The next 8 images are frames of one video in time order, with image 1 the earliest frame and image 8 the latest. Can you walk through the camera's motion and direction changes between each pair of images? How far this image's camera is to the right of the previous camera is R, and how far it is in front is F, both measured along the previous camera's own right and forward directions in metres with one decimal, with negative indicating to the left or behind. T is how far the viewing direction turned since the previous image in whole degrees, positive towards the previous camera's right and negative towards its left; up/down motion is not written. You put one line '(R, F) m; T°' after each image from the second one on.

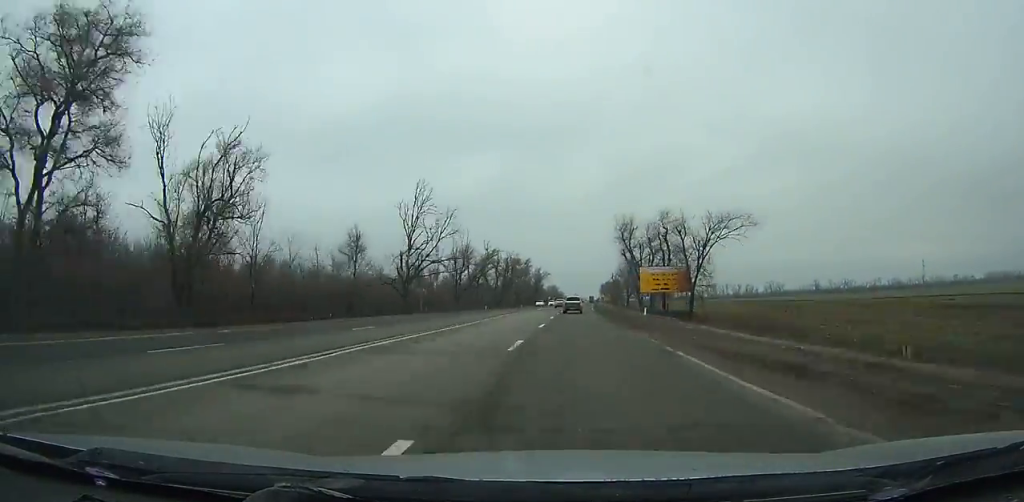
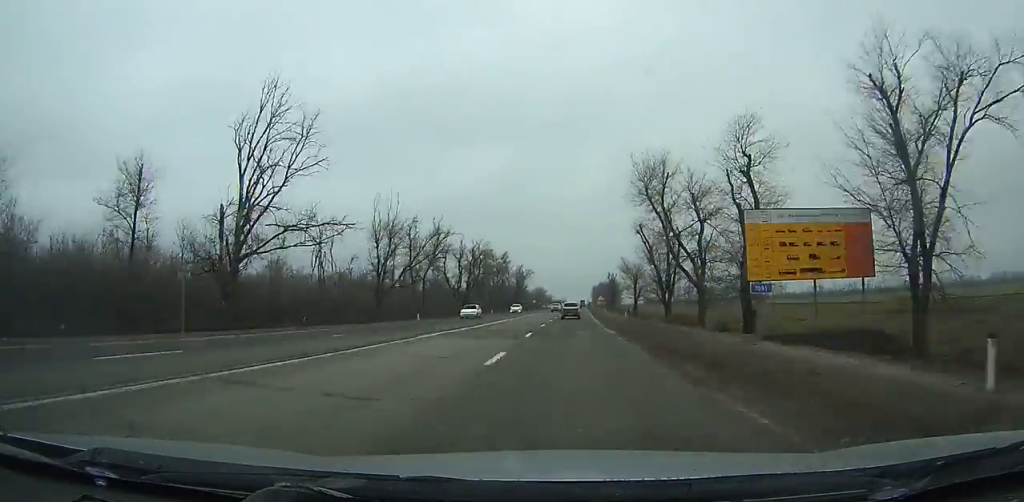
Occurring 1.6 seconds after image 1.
(+0.3, +38.5) m; +1°
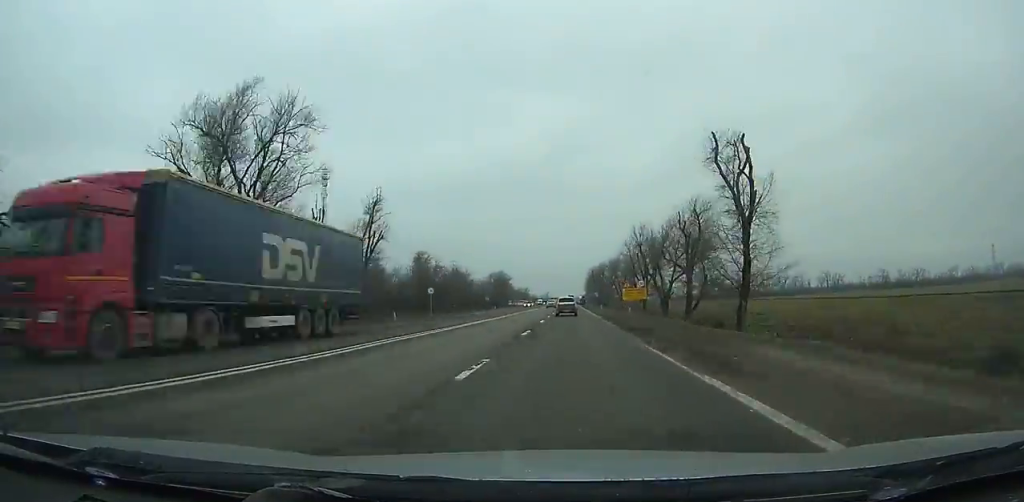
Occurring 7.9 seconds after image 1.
(+2.0, +155.8) m; +1°
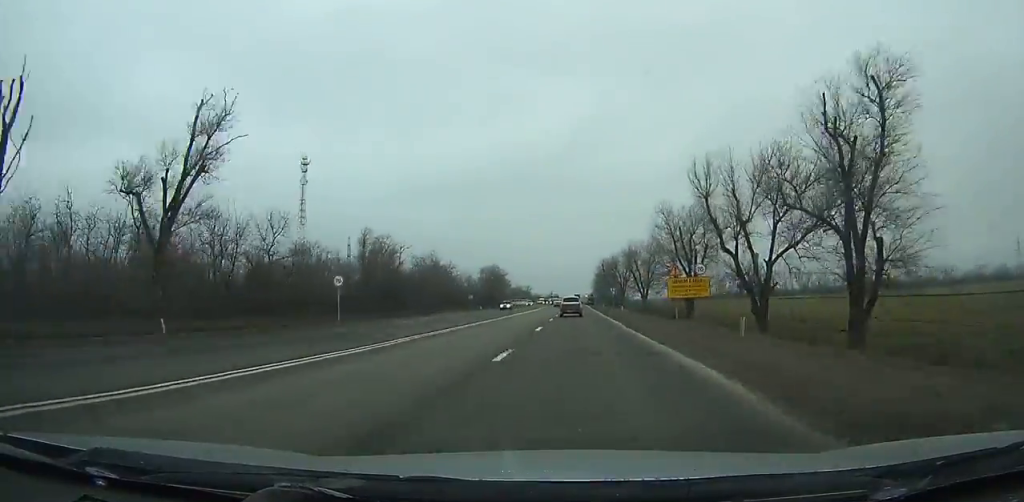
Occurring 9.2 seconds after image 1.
(0.0, +32.9) m; 0°
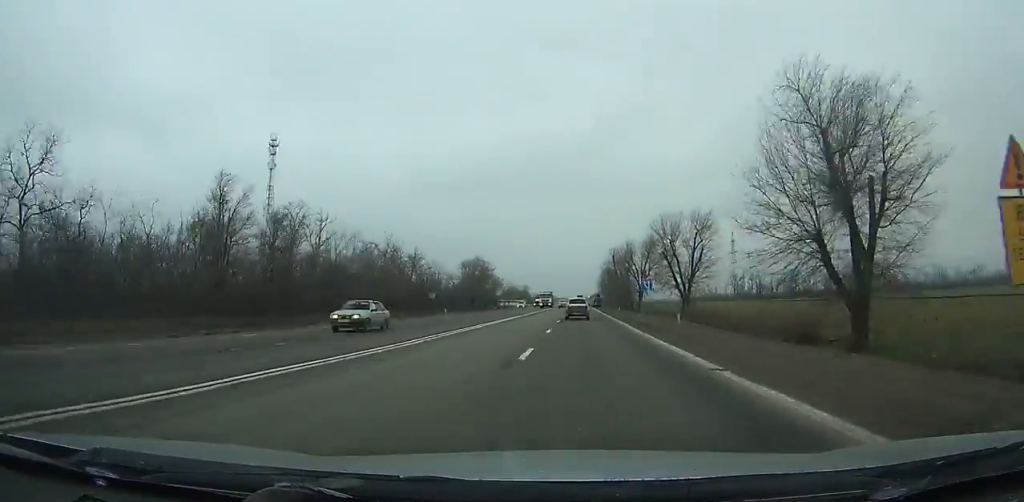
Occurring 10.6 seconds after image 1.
(-0.1, +36.0) m; 0°
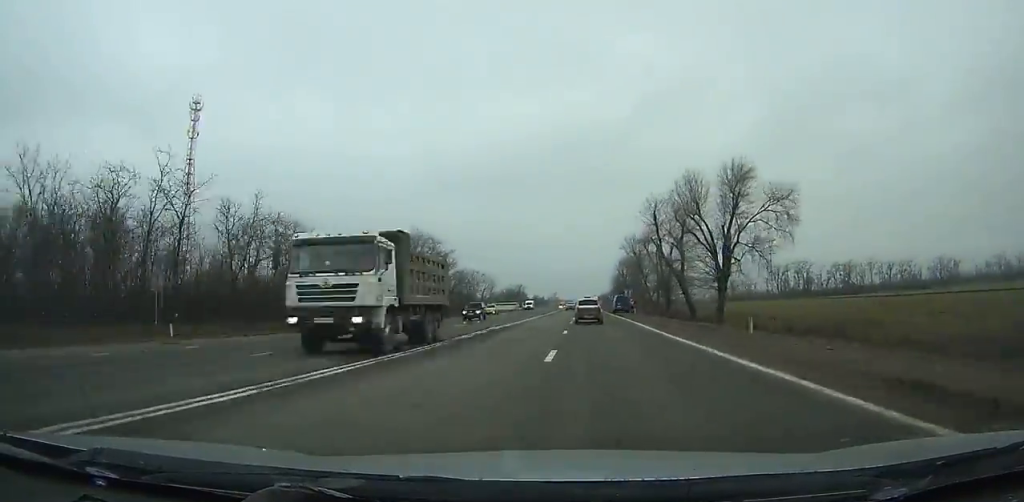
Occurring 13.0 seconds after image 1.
(-0.2, +62.5) m; 0°
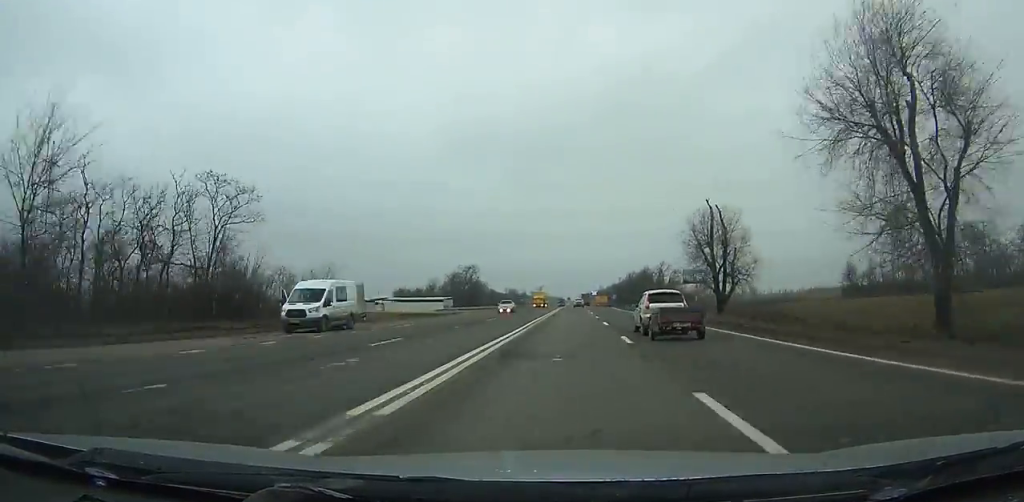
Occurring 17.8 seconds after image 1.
(+0.5, +128.5) m; 0°
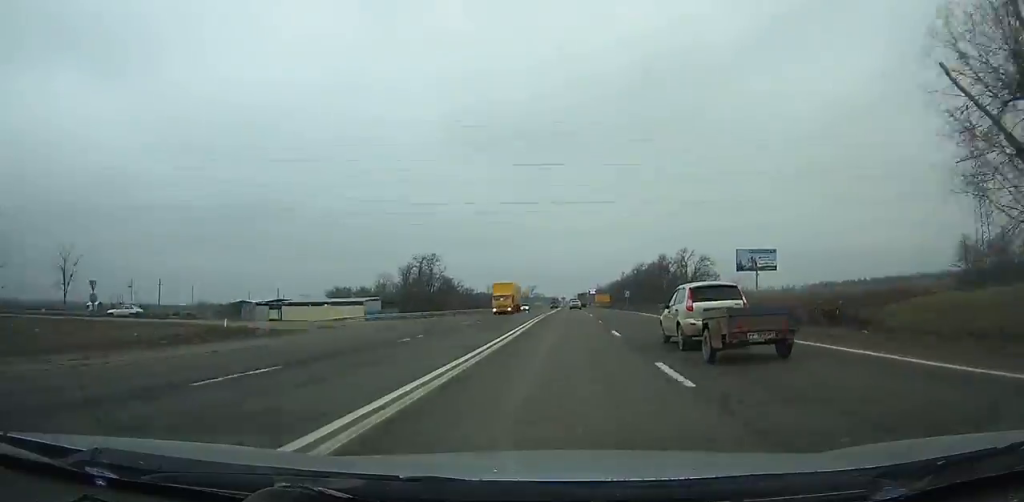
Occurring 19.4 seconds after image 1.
(+0.1, +43.2) m; 0°
